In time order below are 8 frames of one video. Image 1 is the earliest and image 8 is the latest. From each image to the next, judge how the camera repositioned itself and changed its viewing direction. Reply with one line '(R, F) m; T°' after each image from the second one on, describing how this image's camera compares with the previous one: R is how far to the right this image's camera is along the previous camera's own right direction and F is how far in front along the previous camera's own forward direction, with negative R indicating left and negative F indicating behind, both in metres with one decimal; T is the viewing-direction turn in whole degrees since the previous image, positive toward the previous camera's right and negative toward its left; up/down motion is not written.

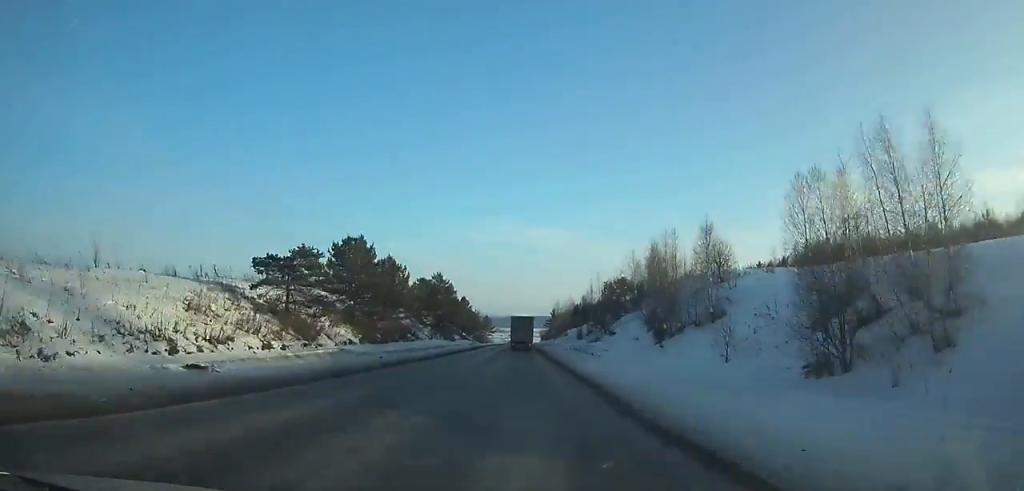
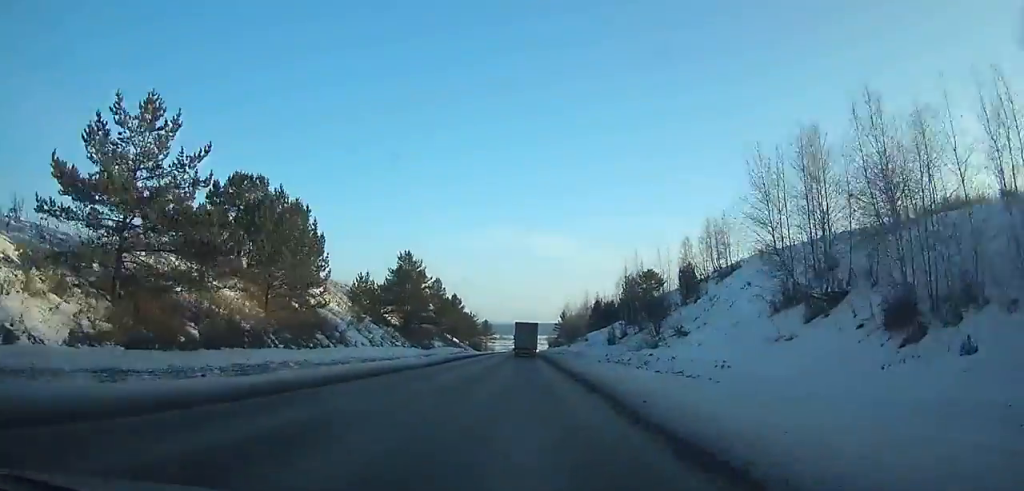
(0.0, +30.9) m; 0°
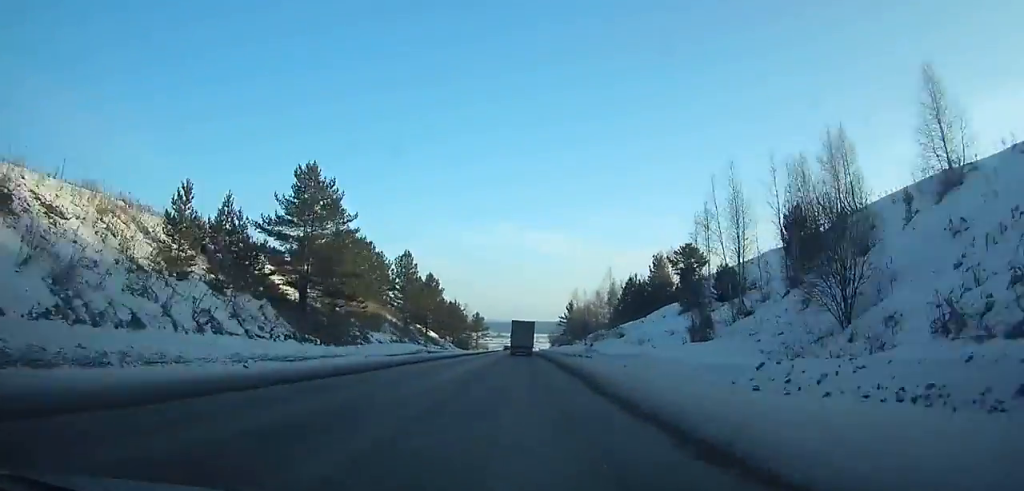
(0.0, +33.6) m; 0°
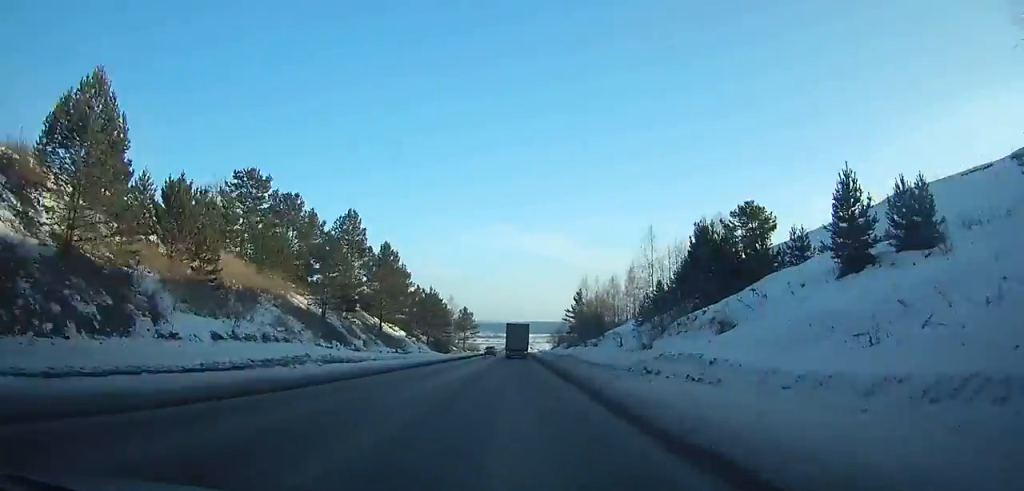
(+0.1, +31.1) m; 0°
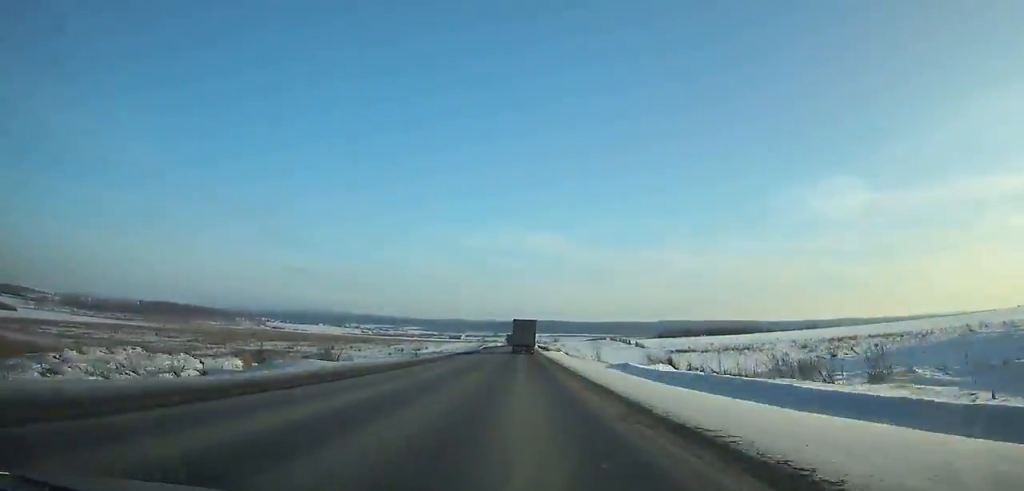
(-0.1, +235.0) m; 0°
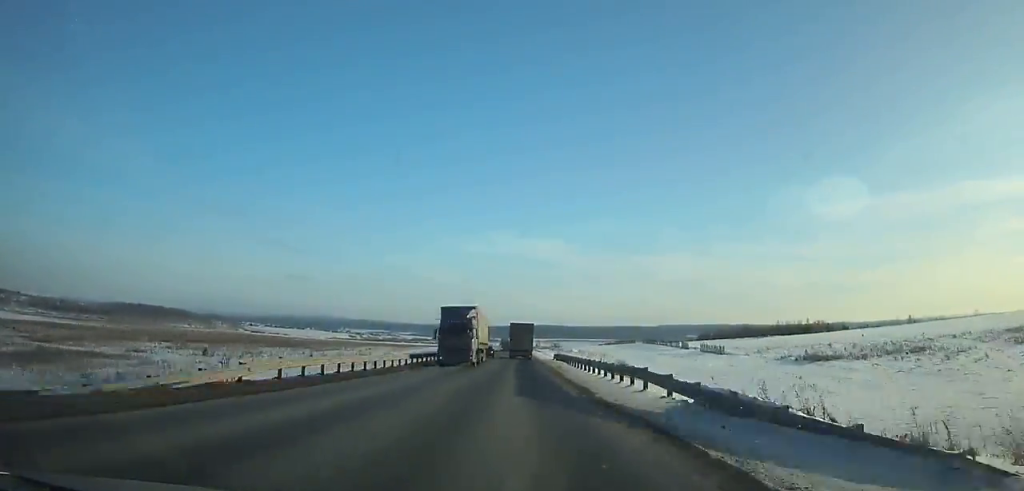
(+0.5, +86.0) m; 0°
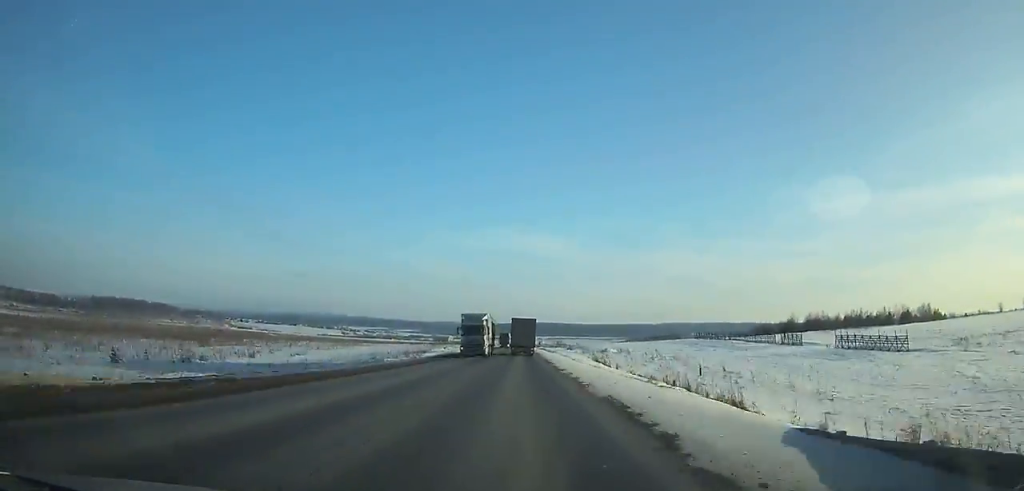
(0.0, +62.6) m; 0°
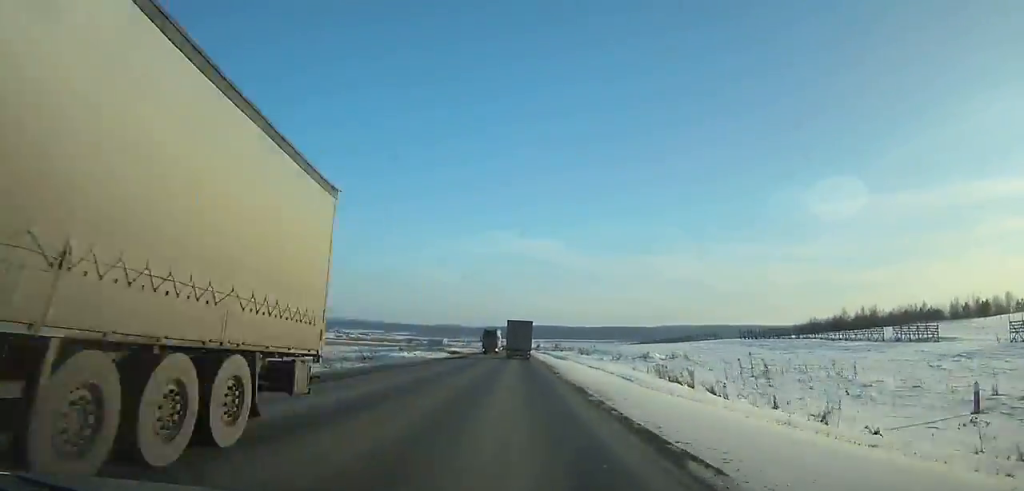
(-0.1, +33.7) m; 0°
